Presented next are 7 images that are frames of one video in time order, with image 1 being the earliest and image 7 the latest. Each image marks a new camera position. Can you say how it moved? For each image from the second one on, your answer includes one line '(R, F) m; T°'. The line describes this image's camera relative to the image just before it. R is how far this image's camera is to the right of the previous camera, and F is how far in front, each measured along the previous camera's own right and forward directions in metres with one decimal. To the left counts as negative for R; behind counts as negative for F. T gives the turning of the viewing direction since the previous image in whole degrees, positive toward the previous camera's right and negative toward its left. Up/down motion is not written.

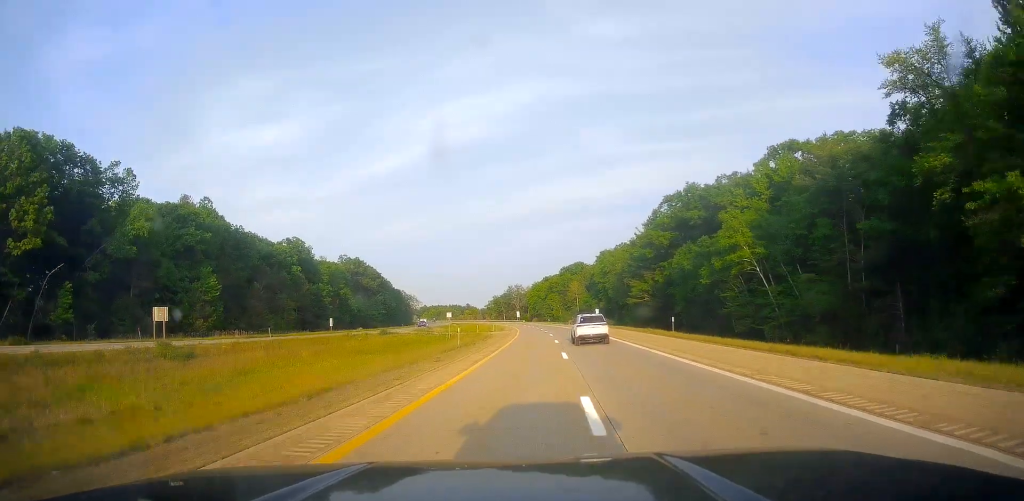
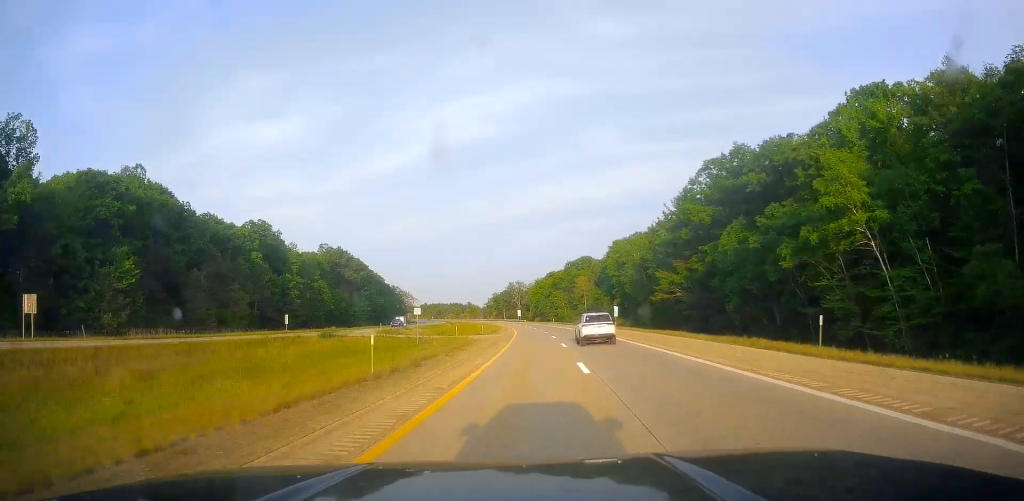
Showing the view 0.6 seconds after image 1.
(0.0, +21.5) m; 0°
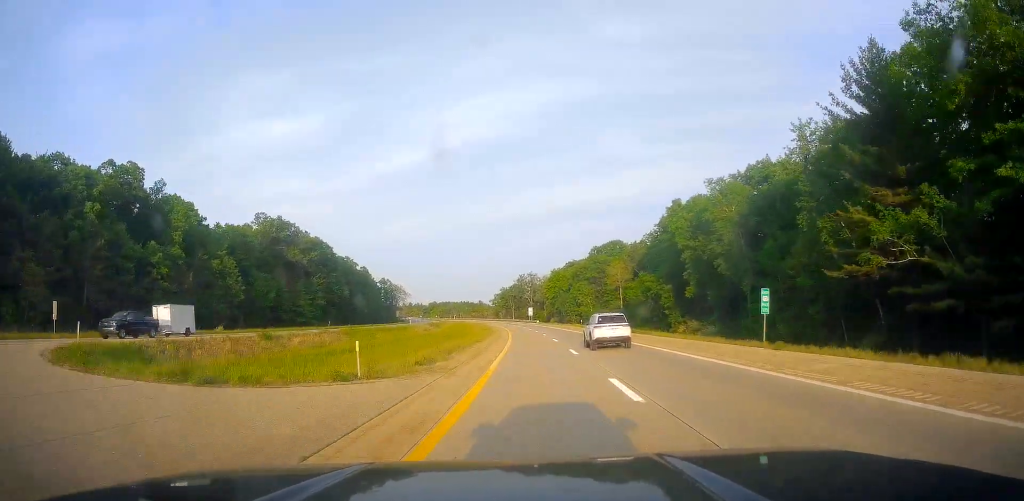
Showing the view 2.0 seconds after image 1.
(-0.6, +51.4) m; -1°
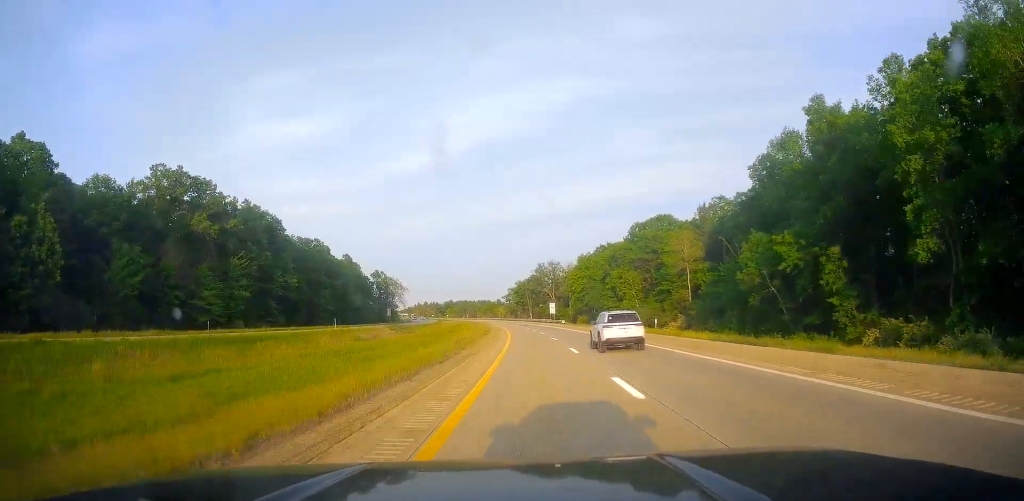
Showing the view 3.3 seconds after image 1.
(-0.7, +45.5) m; -1°
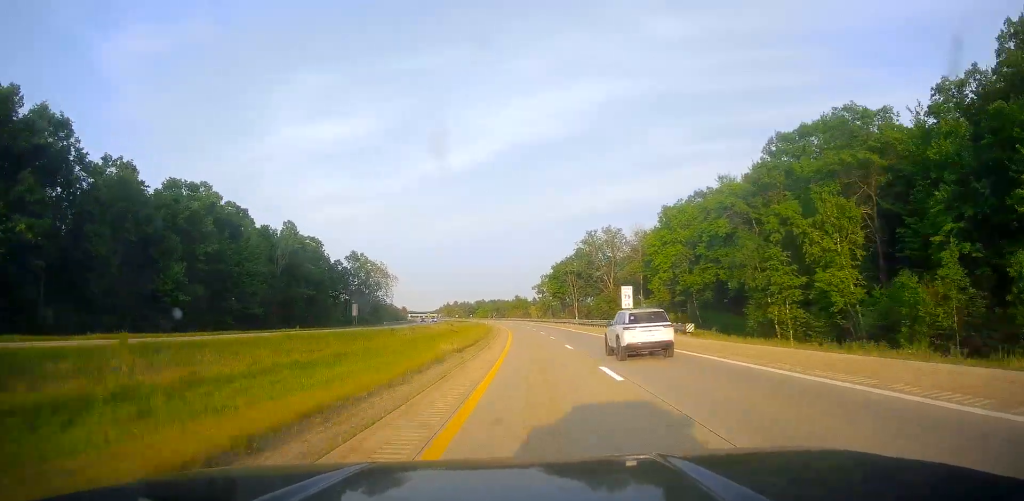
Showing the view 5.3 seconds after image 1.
(-2.1, +72.0) m; -4°
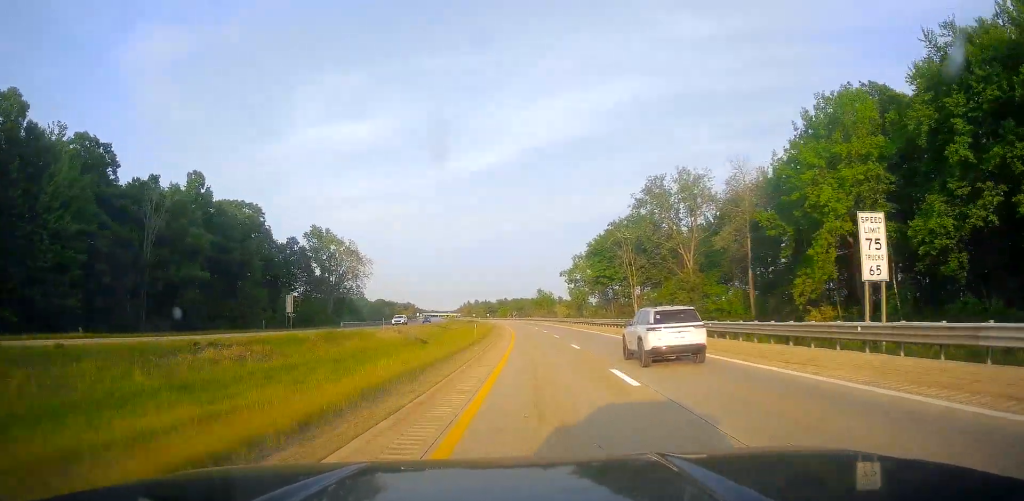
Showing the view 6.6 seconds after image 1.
(-0.4, +46.9) m; -1°
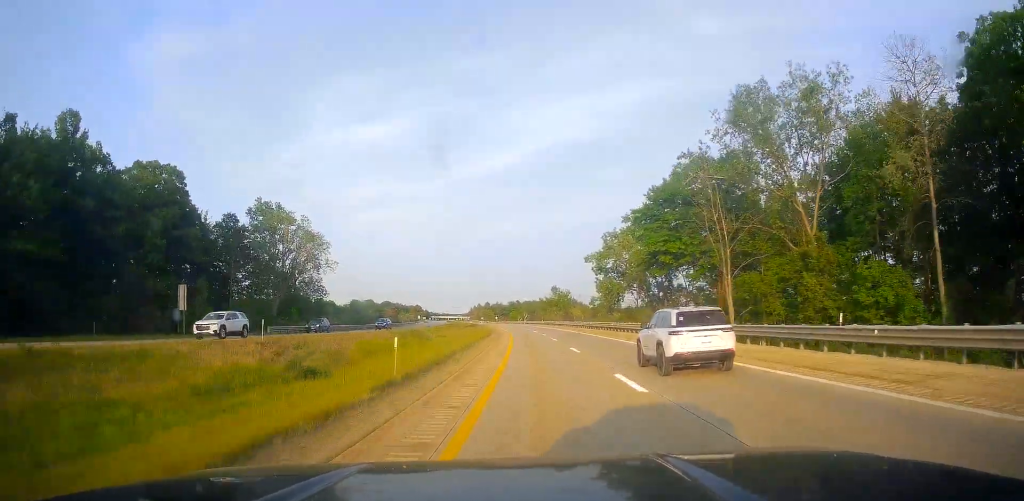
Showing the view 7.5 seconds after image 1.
(-0.3, +31.3) m; -1°
